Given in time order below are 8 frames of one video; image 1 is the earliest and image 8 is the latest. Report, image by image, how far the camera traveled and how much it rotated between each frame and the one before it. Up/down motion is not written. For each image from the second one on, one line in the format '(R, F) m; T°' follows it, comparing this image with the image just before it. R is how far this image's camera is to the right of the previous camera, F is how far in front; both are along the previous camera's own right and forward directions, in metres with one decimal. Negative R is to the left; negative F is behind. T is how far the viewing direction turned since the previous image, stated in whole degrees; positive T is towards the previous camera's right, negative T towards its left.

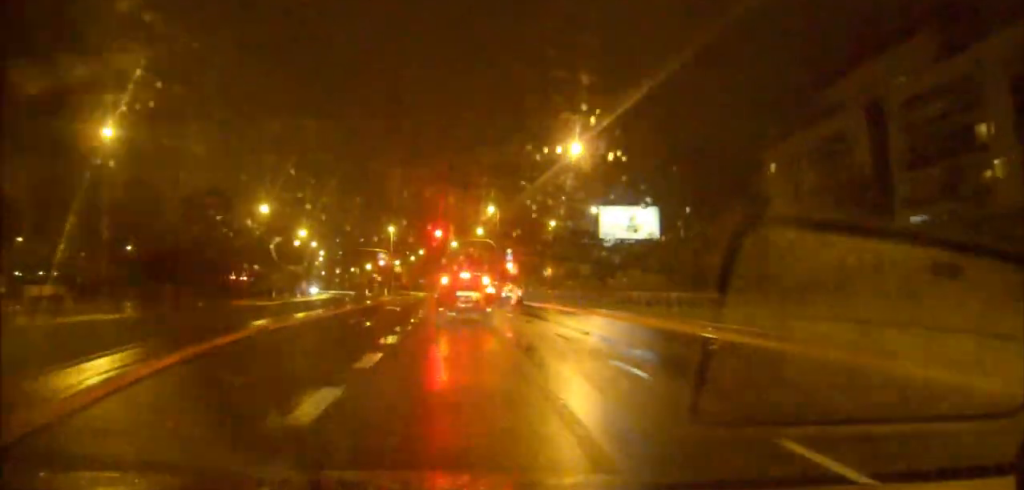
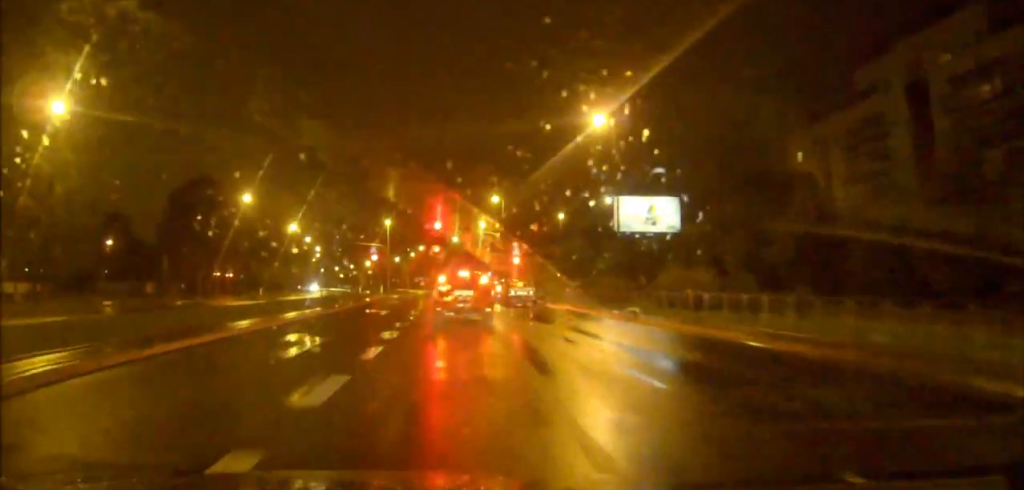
(0.0, +6.9) m; 0°
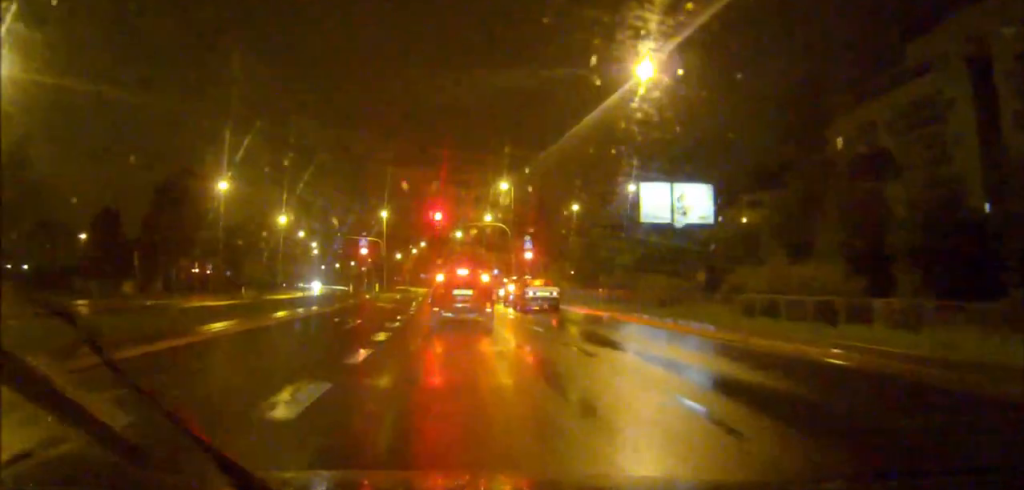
(0.0, +8.3) m; -1°
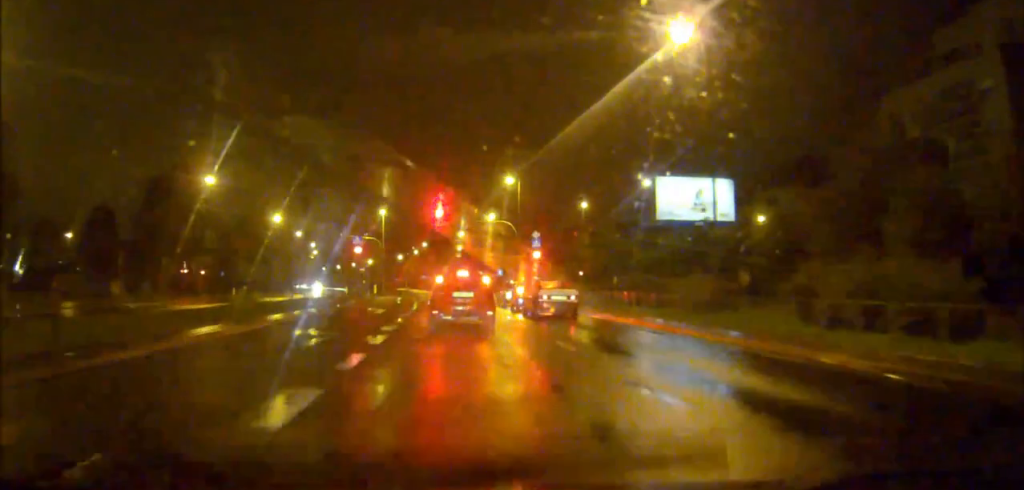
(0.0, +4.0) m; 0°
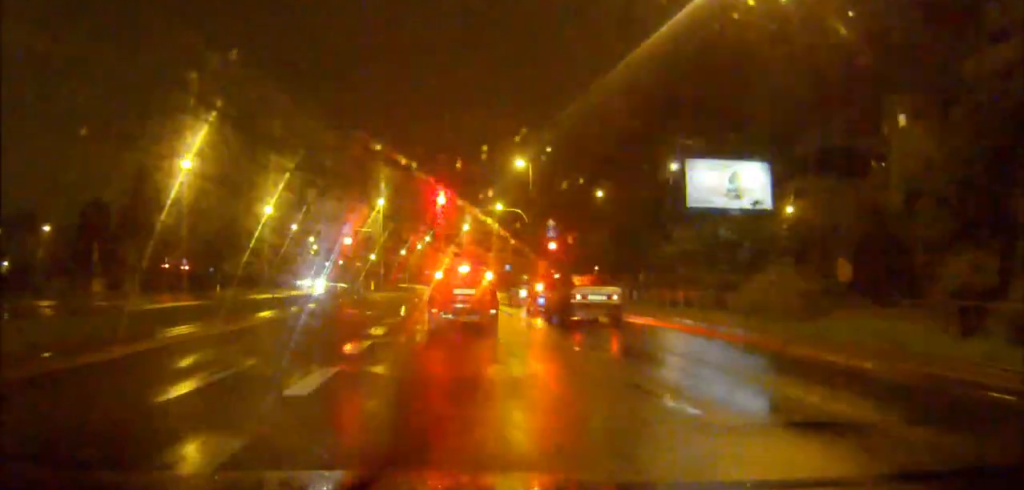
(-0.1, +6.2) m; -1°
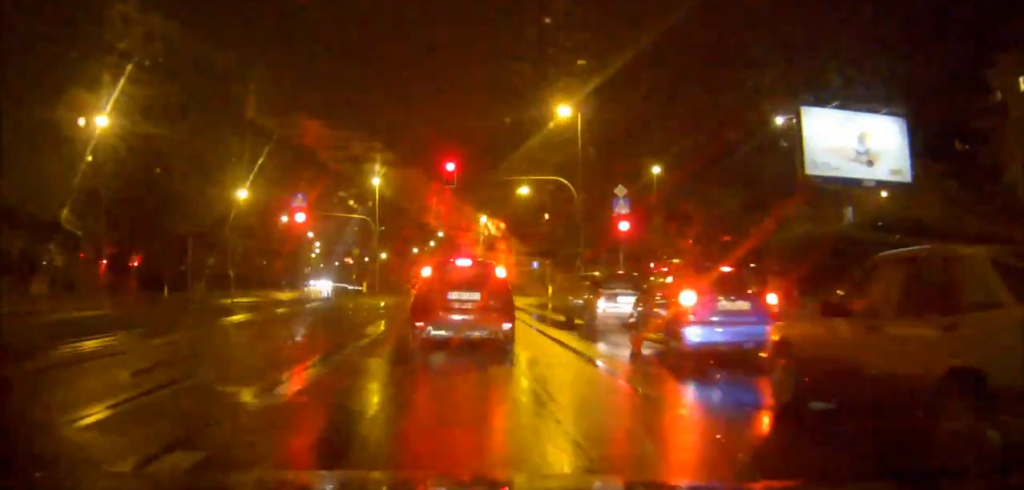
(0.0, +15.1) m; 0°
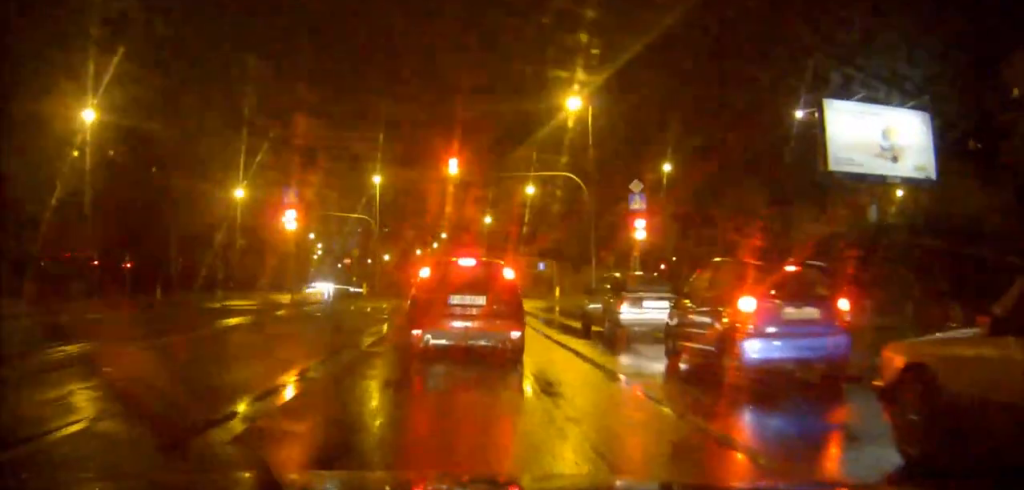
(0.0, +1.9) m; 0°
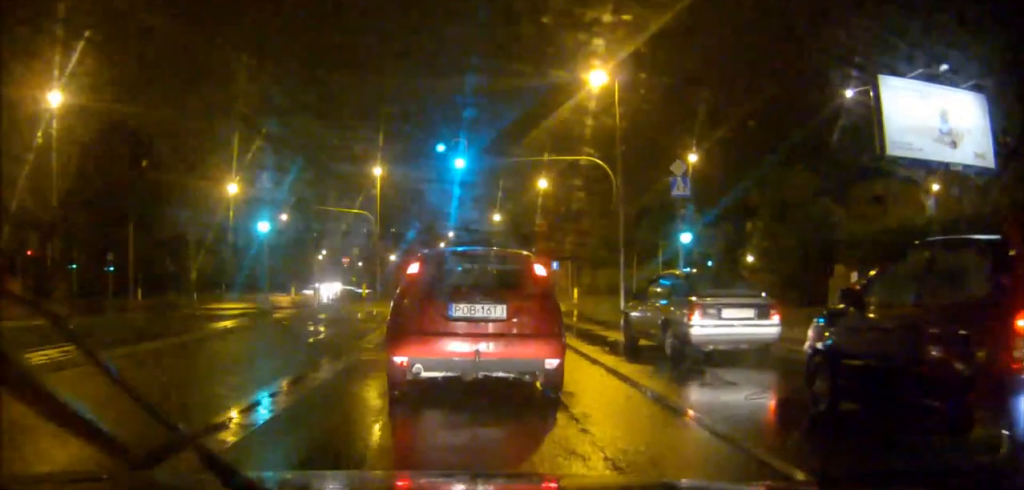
(0.0, +4.0) m; +1°
